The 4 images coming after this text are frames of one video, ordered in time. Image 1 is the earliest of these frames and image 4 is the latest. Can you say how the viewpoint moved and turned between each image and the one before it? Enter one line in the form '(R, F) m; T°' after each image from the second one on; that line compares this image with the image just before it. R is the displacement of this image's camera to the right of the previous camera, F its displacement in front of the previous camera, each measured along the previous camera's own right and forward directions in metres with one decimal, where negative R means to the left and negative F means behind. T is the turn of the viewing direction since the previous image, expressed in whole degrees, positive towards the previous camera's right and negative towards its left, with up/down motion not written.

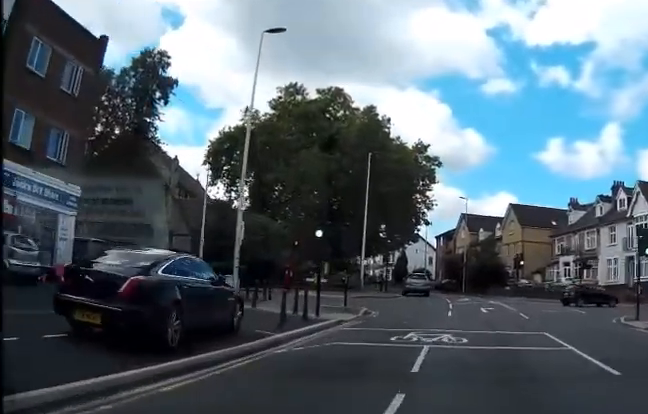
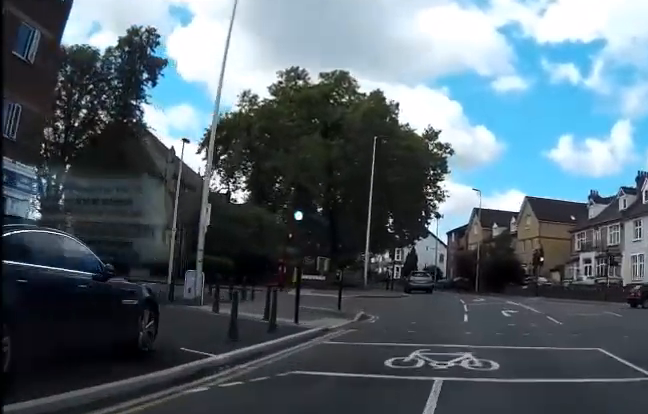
(0.0, +4.5) m; 0°
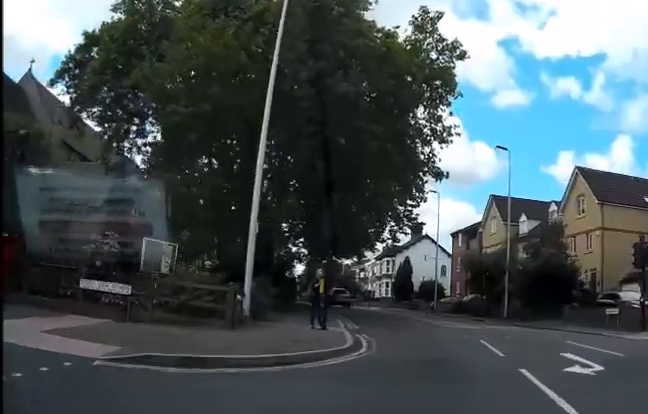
(-0.4, +24.6) m; -1°
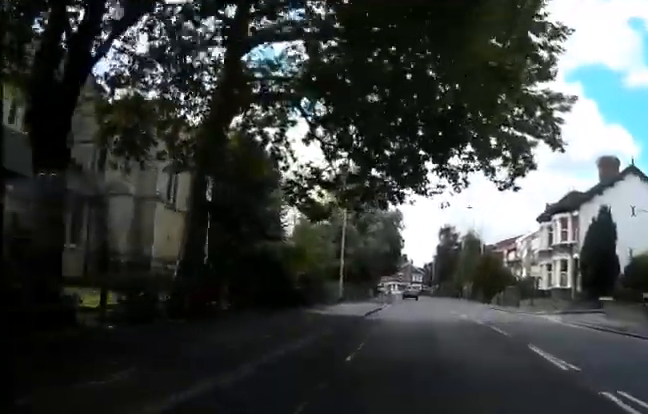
(-3.4, +39.8) m; -20°
